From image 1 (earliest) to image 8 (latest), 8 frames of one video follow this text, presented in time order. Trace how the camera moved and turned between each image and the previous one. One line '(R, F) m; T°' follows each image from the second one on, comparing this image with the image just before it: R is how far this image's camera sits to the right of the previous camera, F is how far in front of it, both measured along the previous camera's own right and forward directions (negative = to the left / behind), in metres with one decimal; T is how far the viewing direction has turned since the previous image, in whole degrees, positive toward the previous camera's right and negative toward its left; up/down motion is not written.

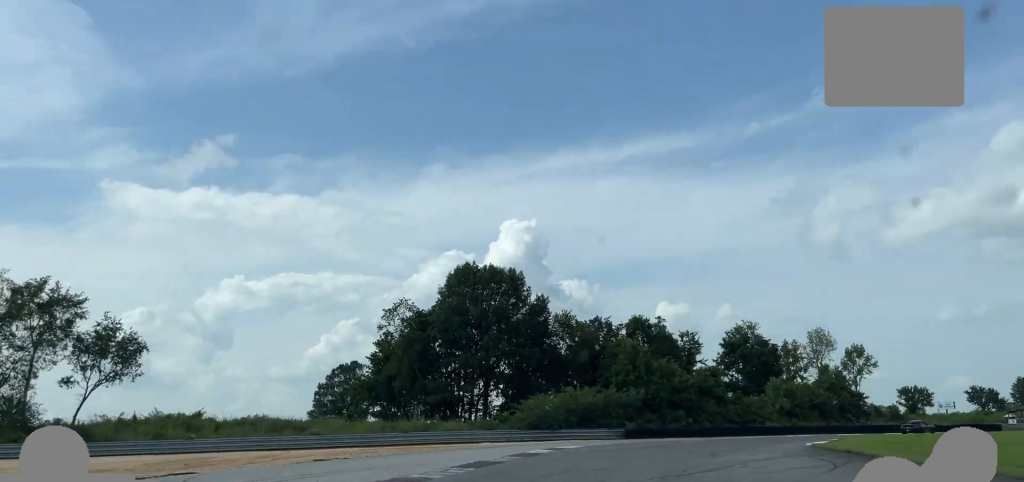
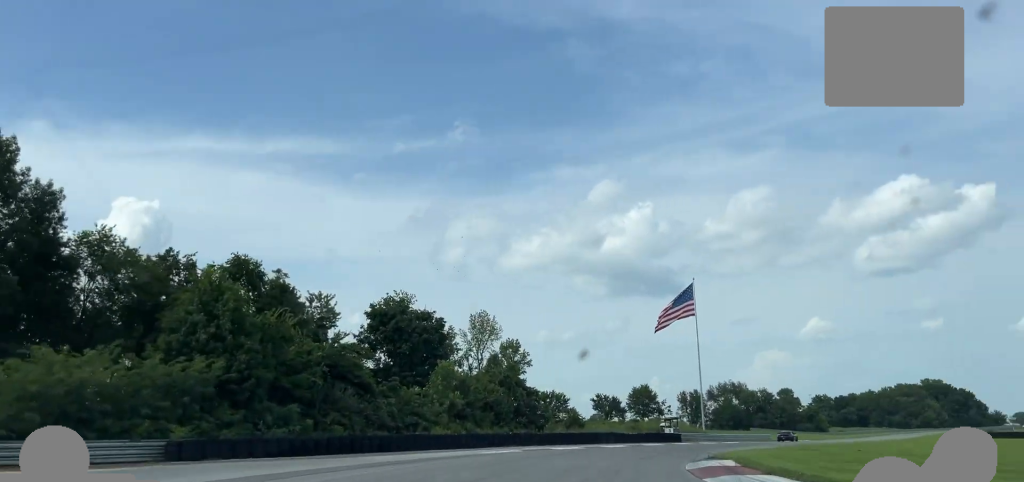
(+9.7, +34.7) m; +27°
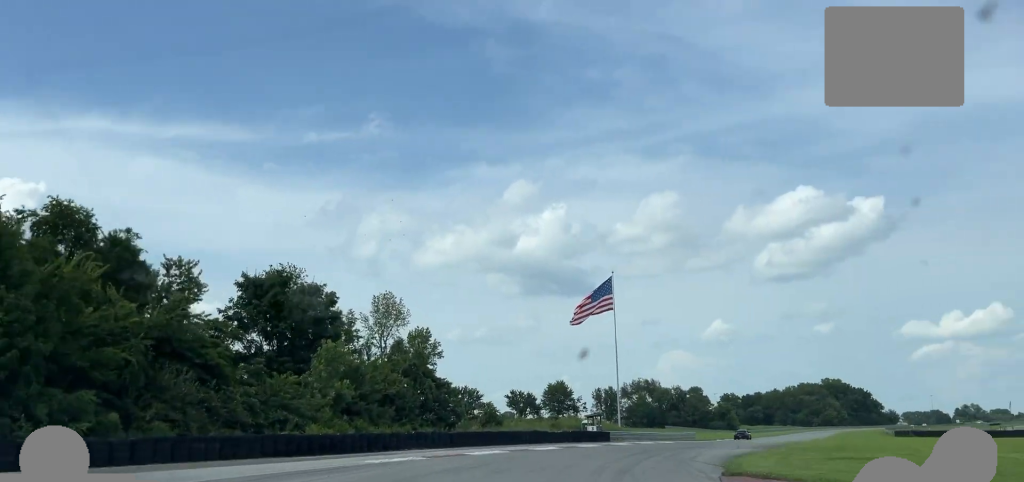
(+0.3, +11.3) m; +6°
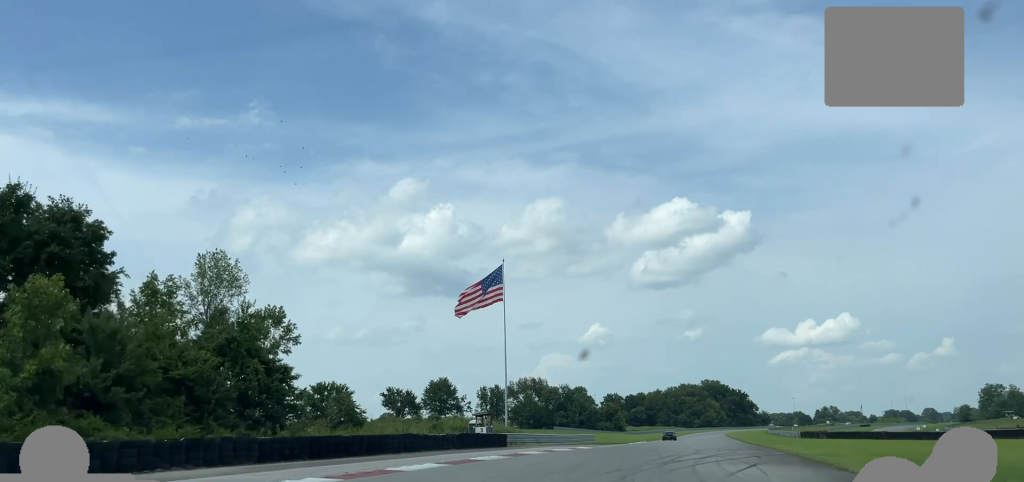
(+1.4, +17.9) m; +8°
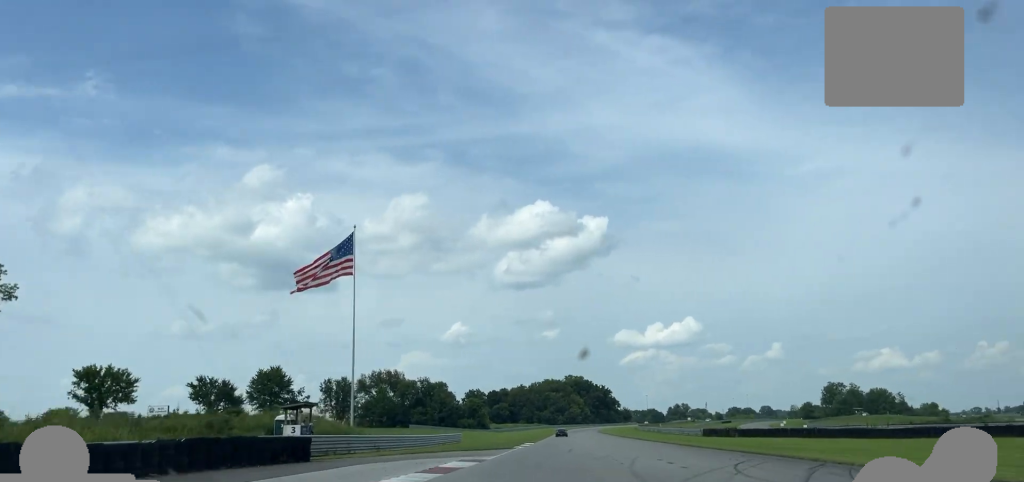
(+2.8, +26.3) m; +9°
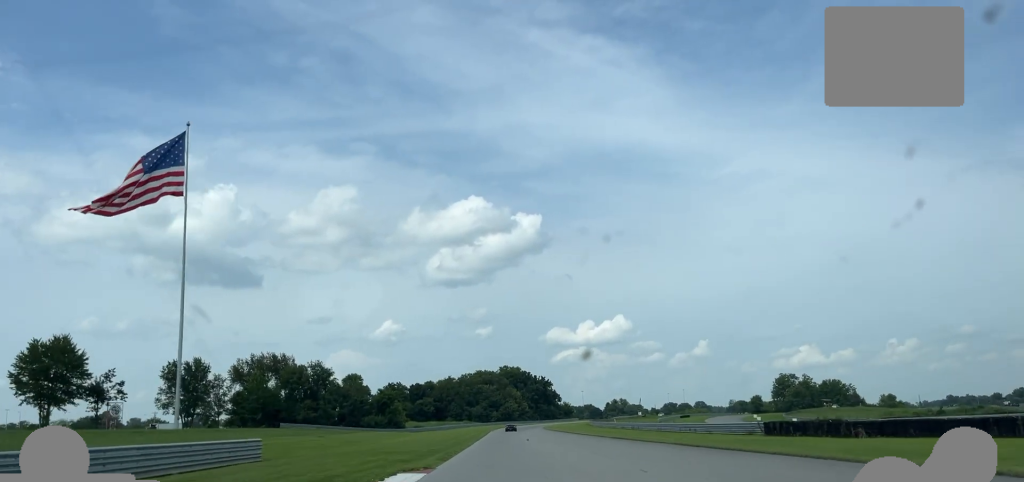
(+3.6, +48.7) m; +6°
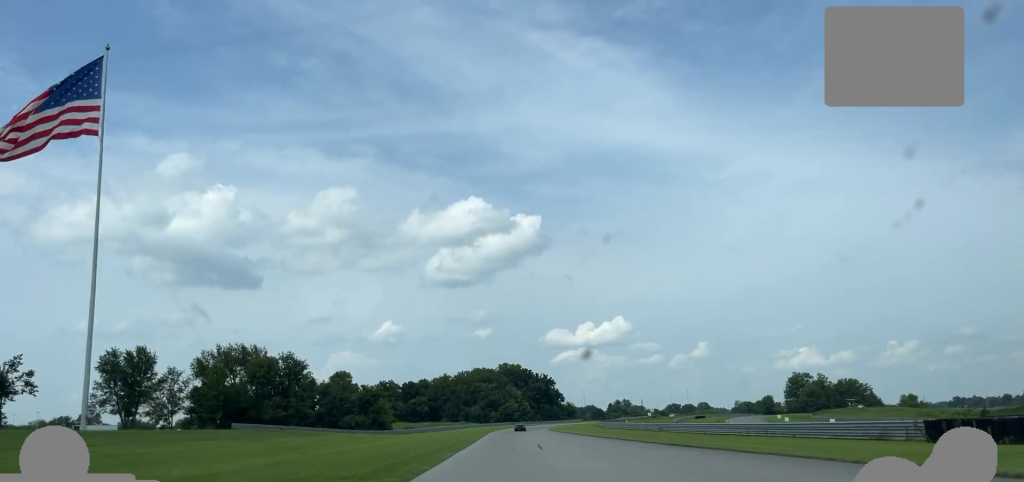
(+0.2, +21.5) m; 0°
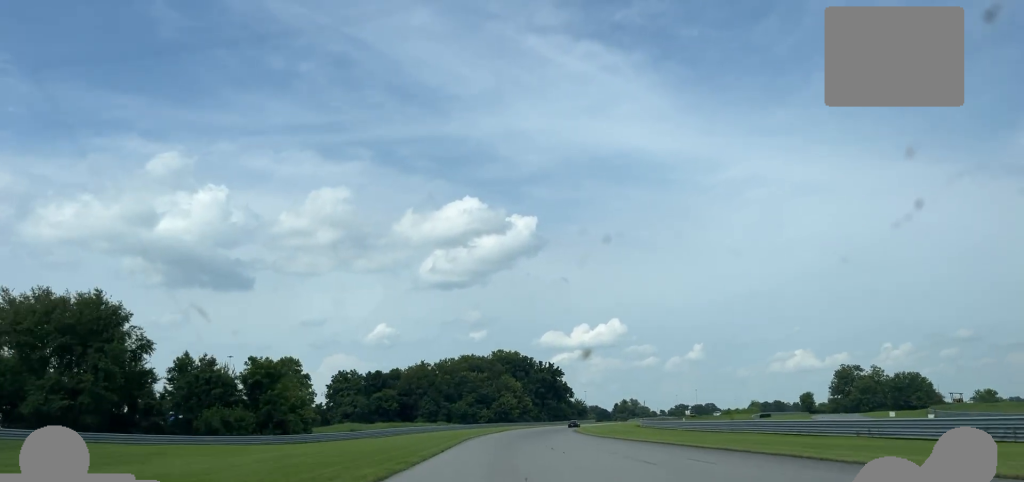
(+0.2, +66.5) m; +1°
